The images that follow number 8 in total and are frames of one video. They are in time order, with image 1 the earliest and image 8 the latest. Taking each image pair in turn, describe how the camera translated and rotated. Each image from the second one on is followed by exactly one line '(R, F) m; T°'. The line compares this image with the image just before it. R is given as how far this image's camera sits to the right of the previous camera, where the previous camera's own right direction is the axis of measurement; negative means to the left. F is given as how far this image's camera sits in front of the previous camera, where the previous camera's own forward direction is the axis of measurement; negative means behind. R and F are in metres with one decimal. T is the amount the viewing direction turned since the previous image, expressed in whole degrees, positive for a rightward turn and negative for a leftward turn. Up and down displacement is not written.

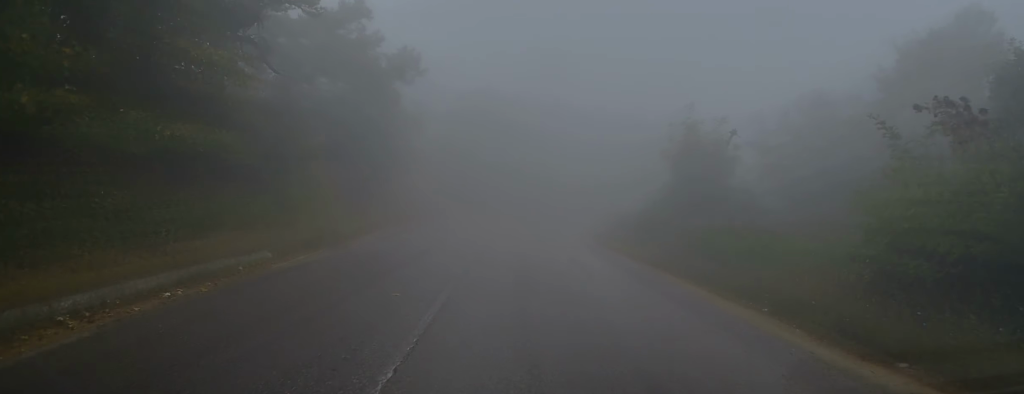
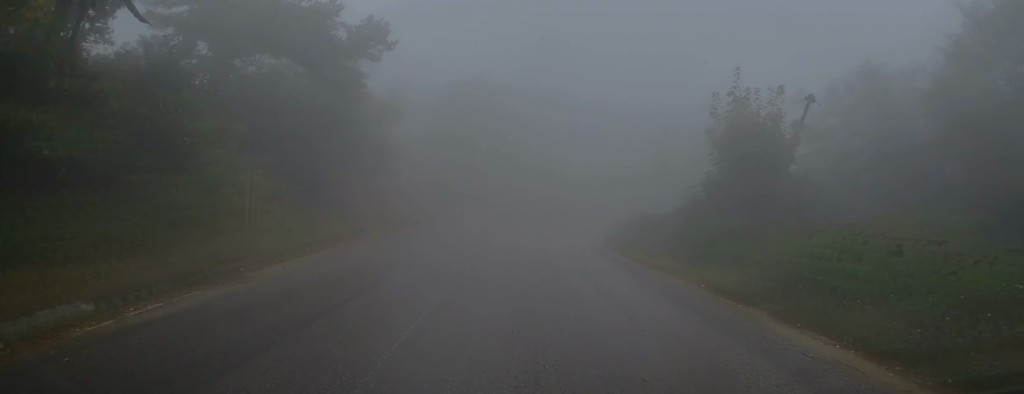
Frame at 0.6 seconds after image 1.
(+0.1, +5.8) m; +1°
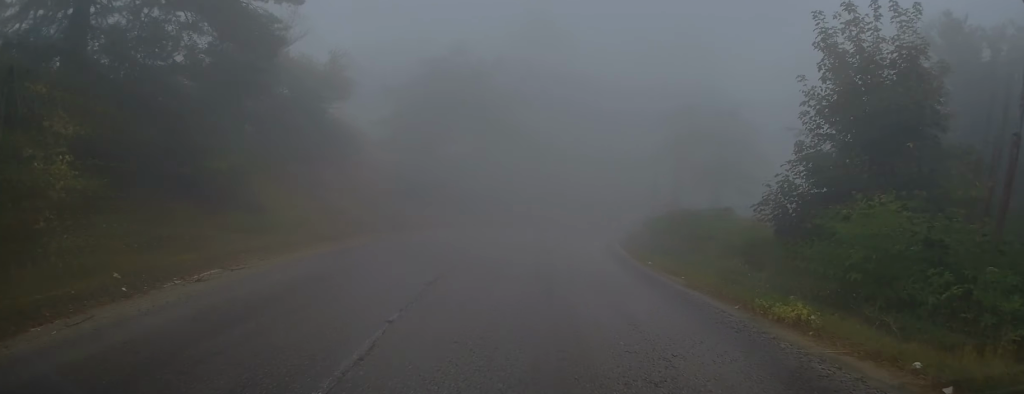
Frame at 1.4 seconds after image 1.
(+0.1, +7.5) m; +1°
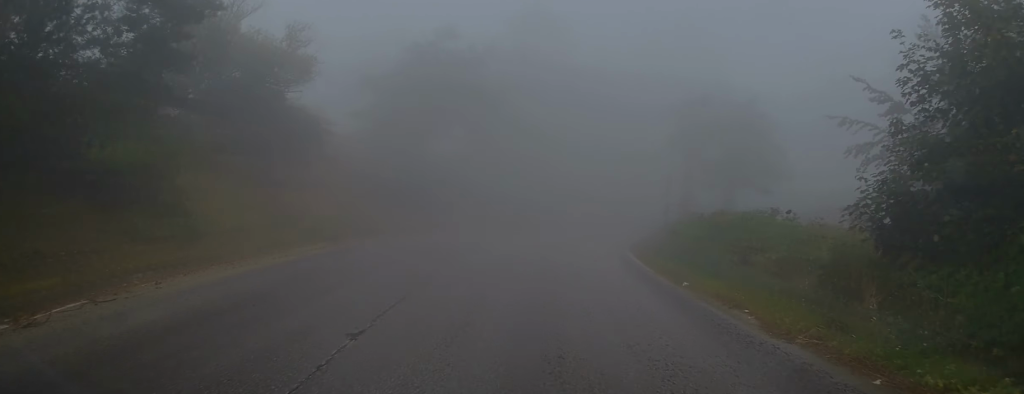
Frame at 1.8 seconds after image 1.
(-0.1, +3.8) m; 0°
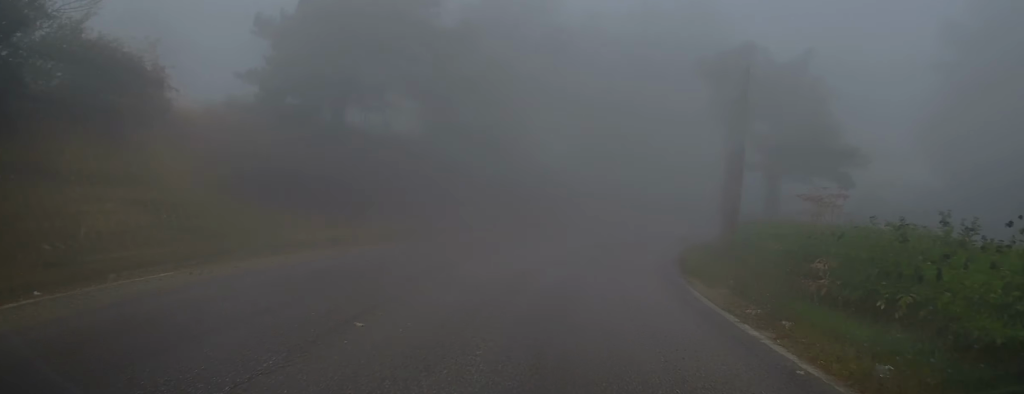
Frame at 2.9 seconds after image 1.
(+0.2, +10.3) m; +3°
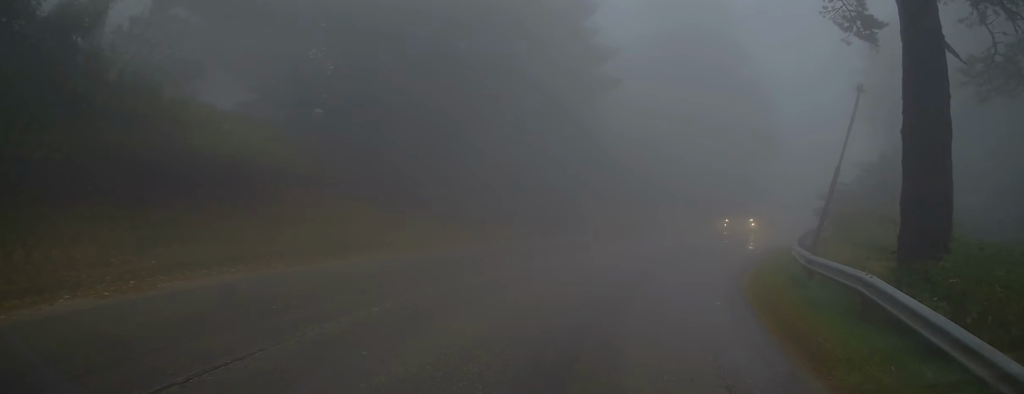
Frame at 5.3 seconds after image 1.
(+3.3, +21.2) m; +24°
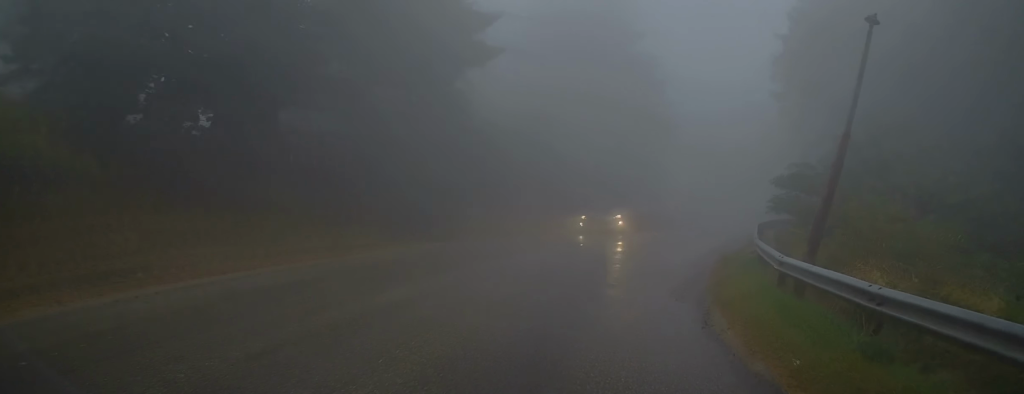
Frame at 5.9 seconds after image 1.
(+0.5, +5.3) m; +8°
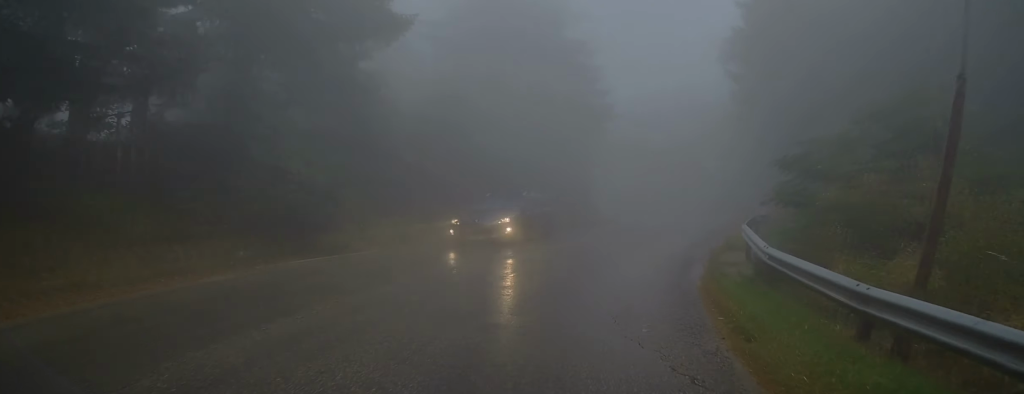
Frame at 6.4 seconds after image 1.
(+0.2, +4.1) m; +5°
